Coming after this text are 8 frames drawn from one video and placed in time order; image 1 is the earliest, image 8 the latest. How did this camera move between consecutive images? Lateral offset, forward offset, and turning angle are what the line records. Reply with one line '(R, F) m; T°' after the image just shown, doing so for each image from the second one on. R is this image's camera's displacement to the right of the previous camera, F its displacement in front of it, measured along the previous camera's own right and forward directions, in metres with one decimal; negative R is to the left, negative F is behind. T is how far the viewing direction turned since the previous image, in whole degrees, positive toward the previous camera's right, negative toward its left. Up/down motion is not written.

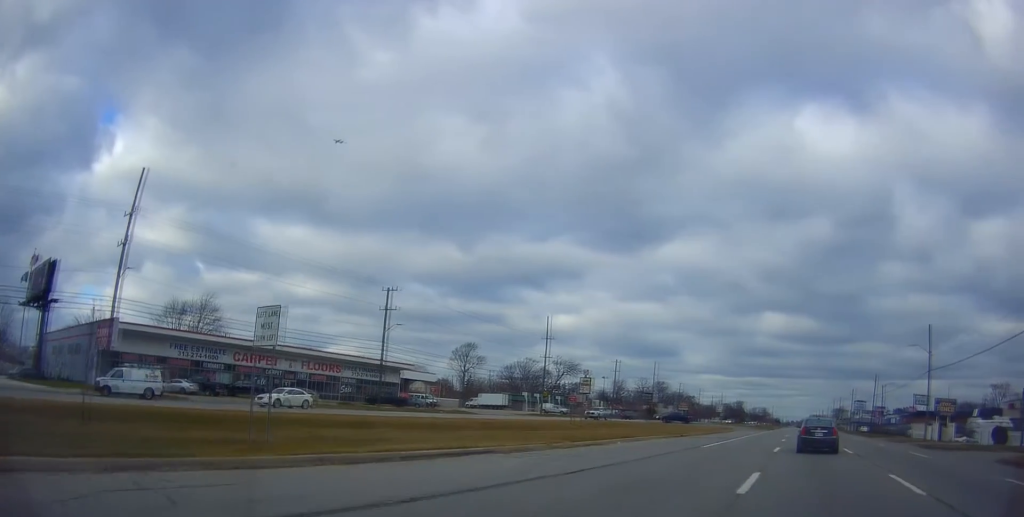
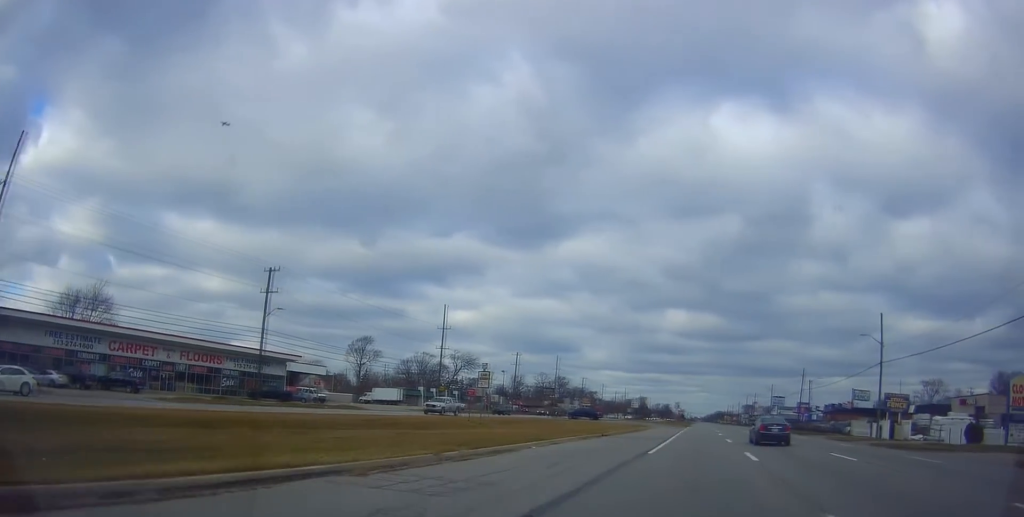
(+1.1, +8.4) m; +6°
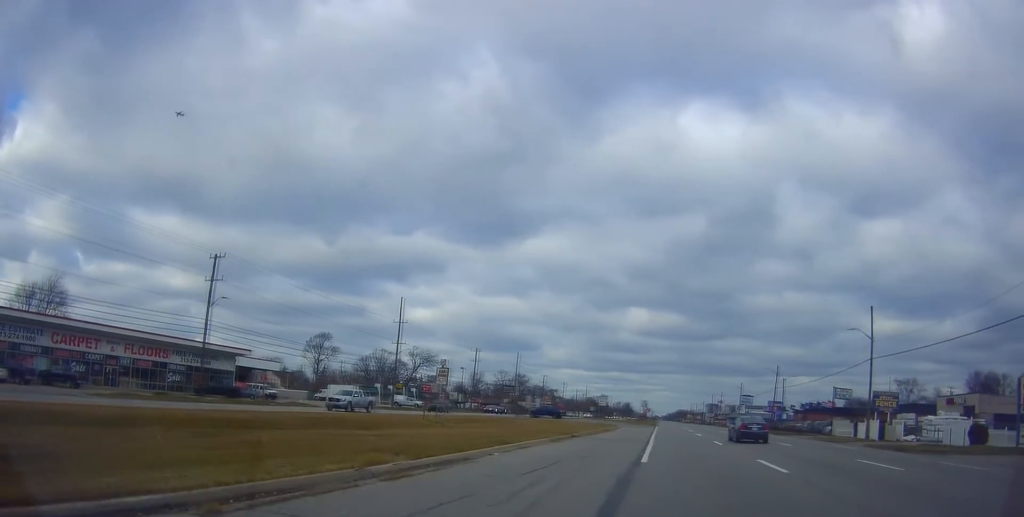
(+0.1, +5.1) m; +3°
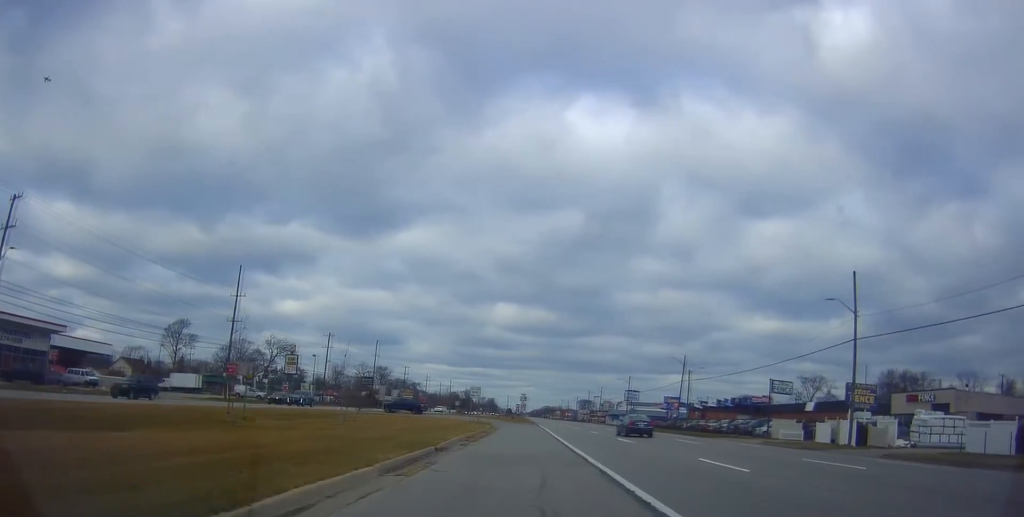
(+1.7, +16.6) m; +13°
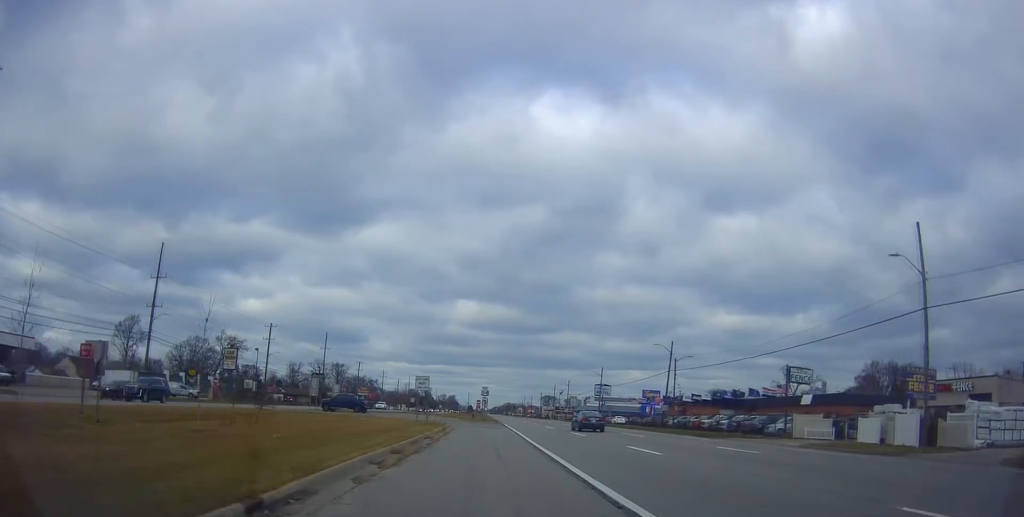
(+0.3, +11.7) m; +2°
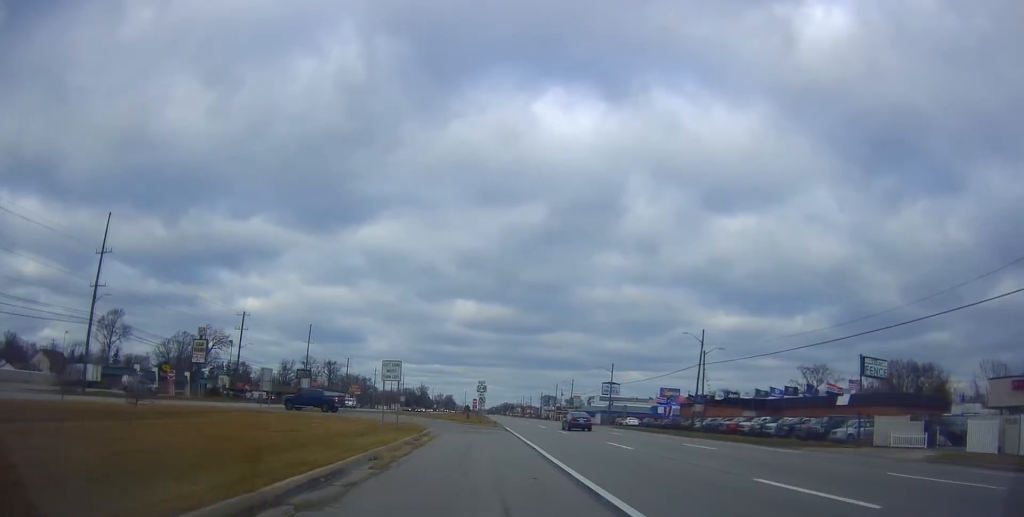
(0.0, +11.2) m; 0°
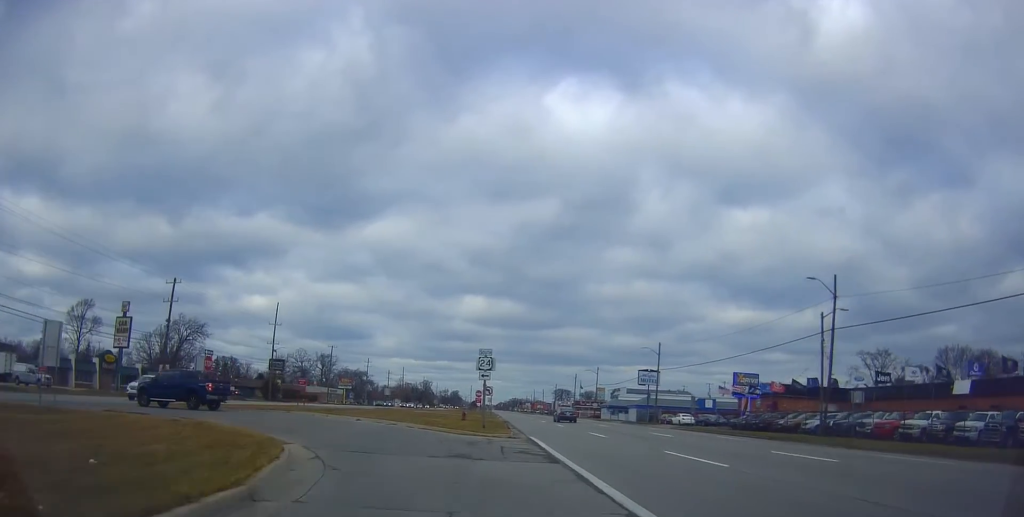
(-1.0, +22.7) m; -10°
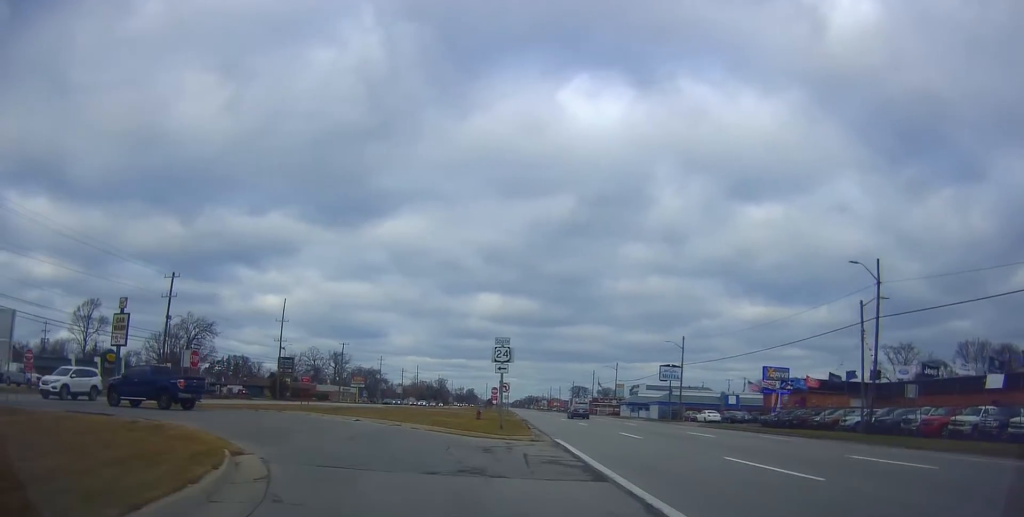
(-0.1, +3.1) m; -6°
